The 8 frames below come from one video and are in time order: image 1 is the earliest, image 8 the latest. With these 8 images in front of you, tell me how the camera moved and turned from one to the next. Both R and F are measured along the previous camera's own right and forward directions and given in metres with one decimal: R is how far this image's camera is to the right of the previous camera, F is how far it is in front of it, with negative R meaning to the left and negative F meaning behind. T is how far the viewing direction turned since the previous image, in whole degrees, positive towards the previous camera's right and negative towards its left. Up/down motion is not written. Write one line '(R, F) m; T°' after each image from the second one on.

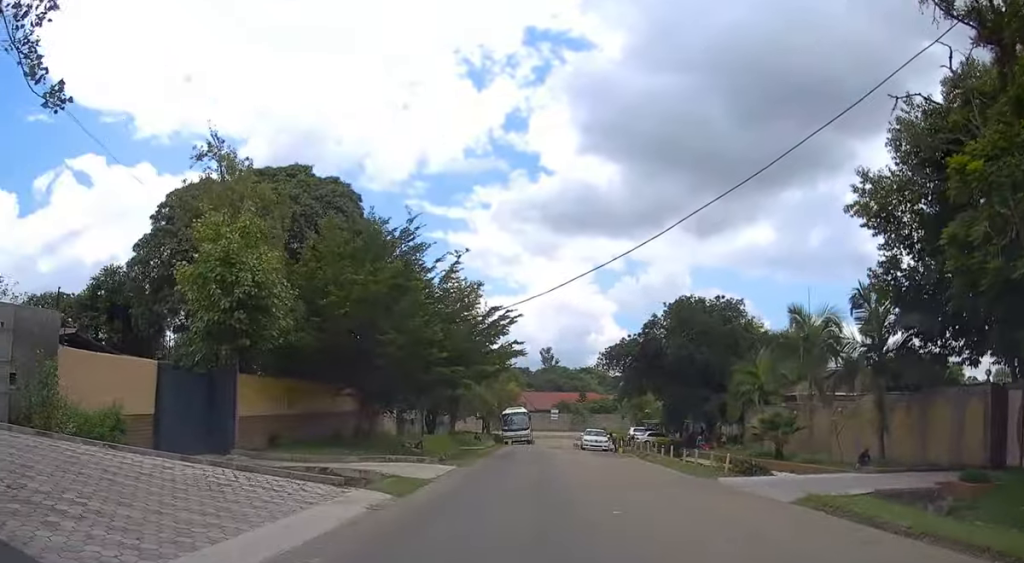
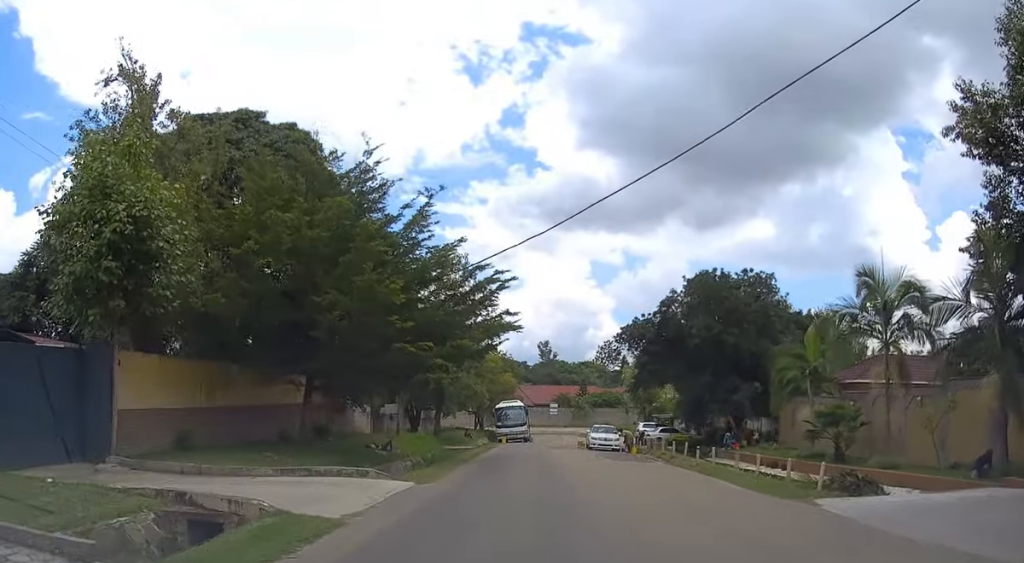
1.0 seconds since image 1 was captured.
(-0.1, +7.5) m; 0°
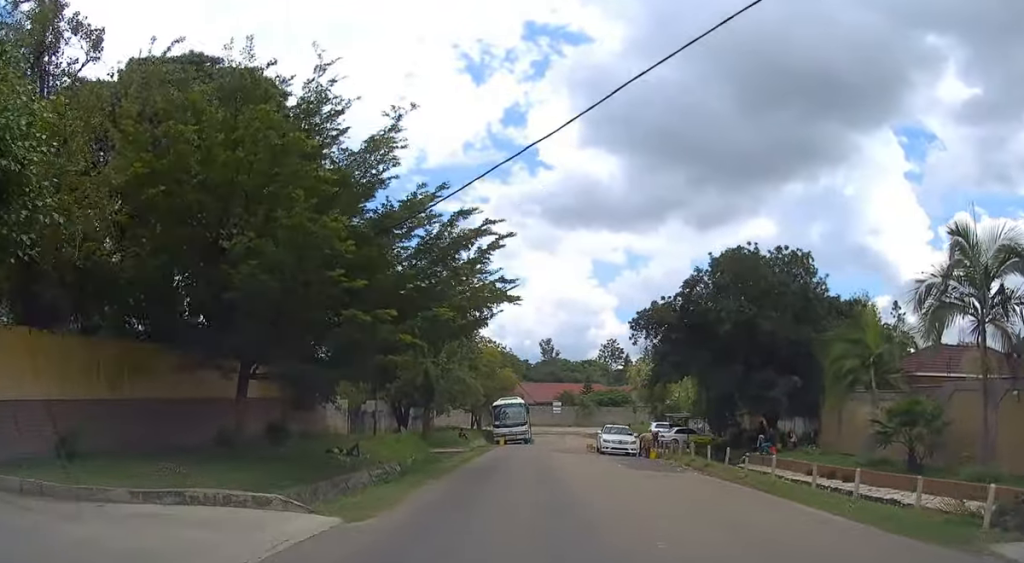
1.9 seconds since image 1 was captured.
(0.0, +5.9) m; 0°
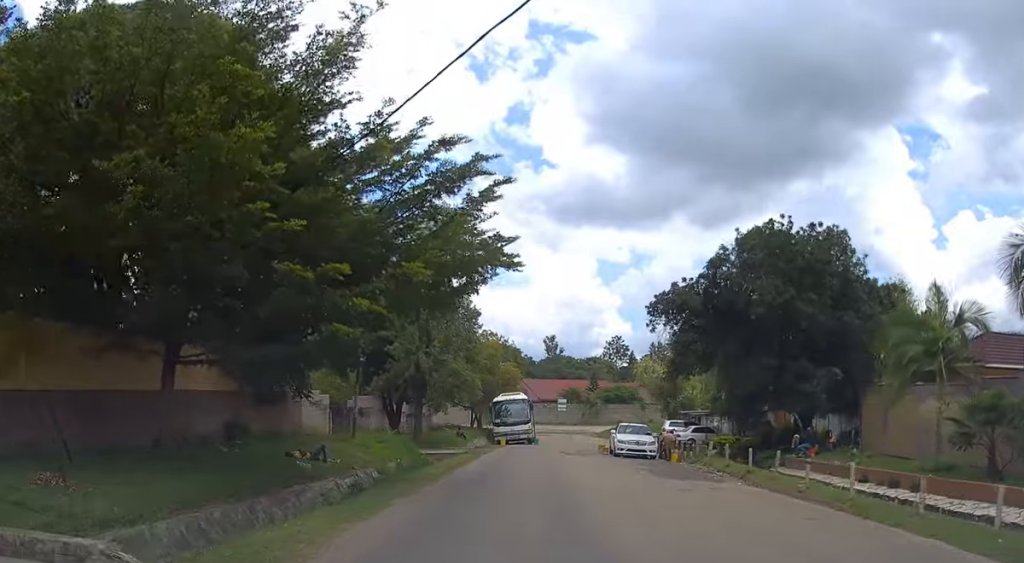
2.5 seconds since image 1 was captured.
(+0.1, +4.4) m; 0°
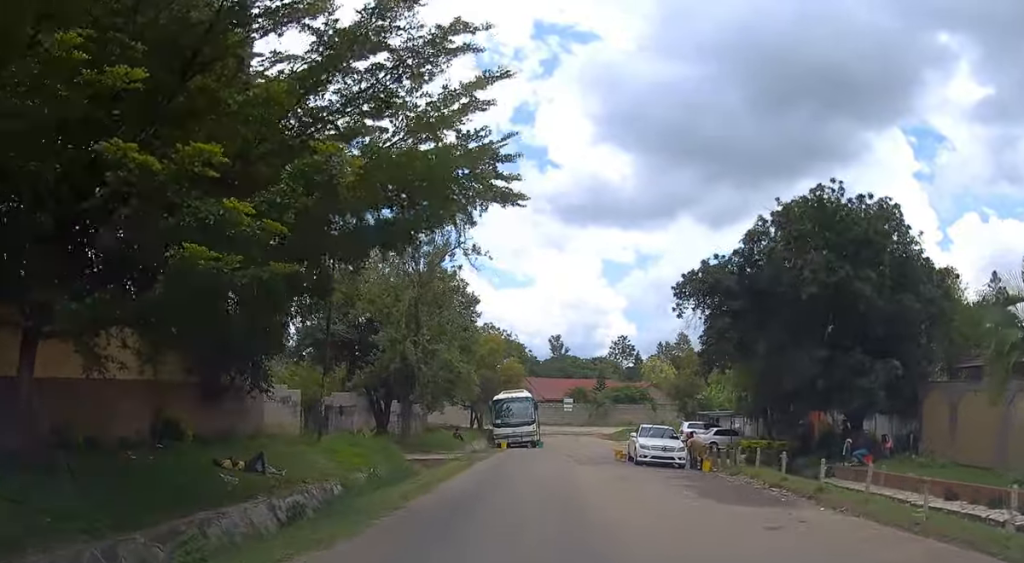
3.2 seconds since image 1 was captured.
(-0.1, +5.0) m; +1°
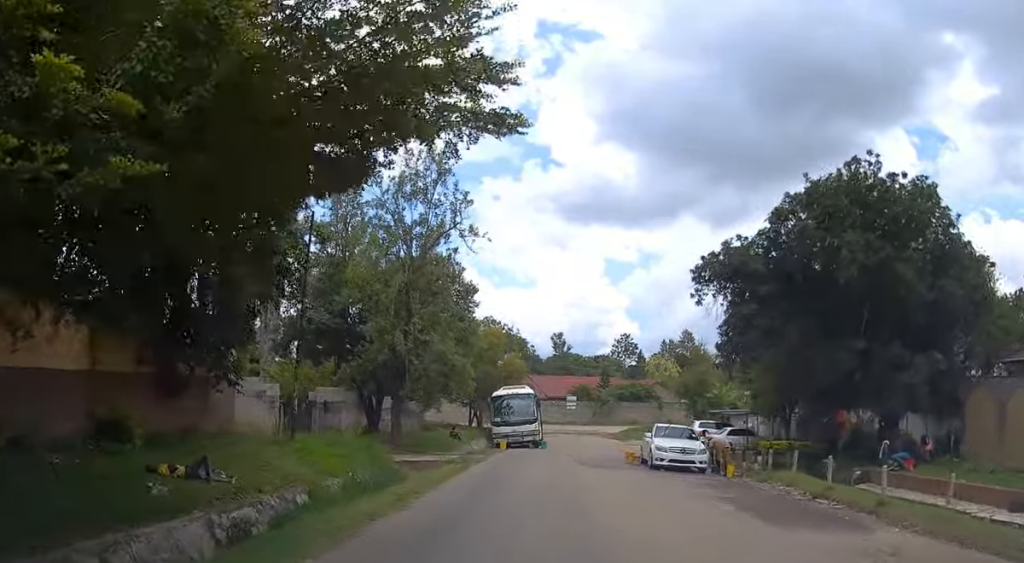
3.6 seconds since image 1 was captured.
(-0.1, +2.9) m; 0°
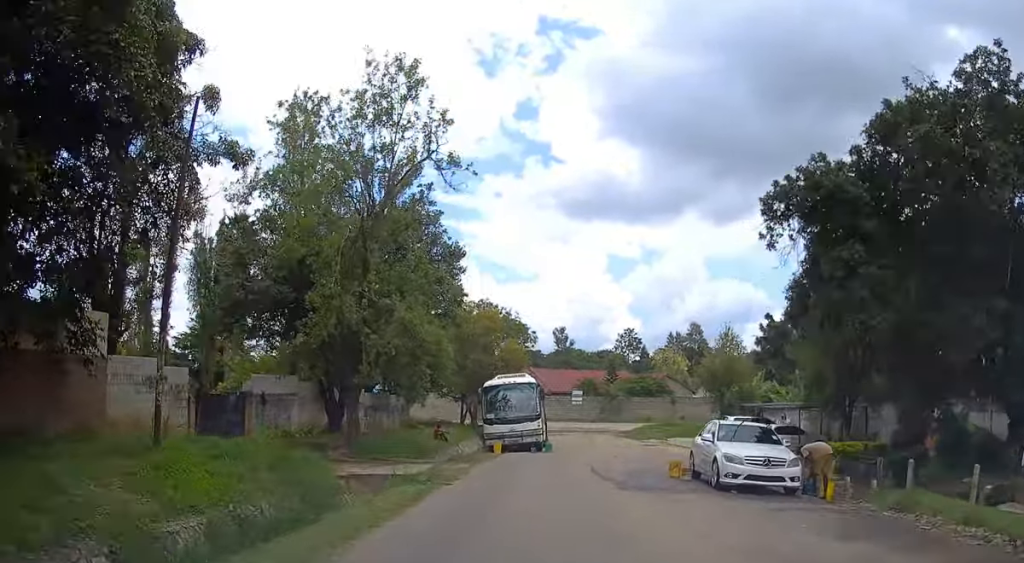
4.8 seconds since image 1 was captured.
(+0.3, +7.8) m; +1°
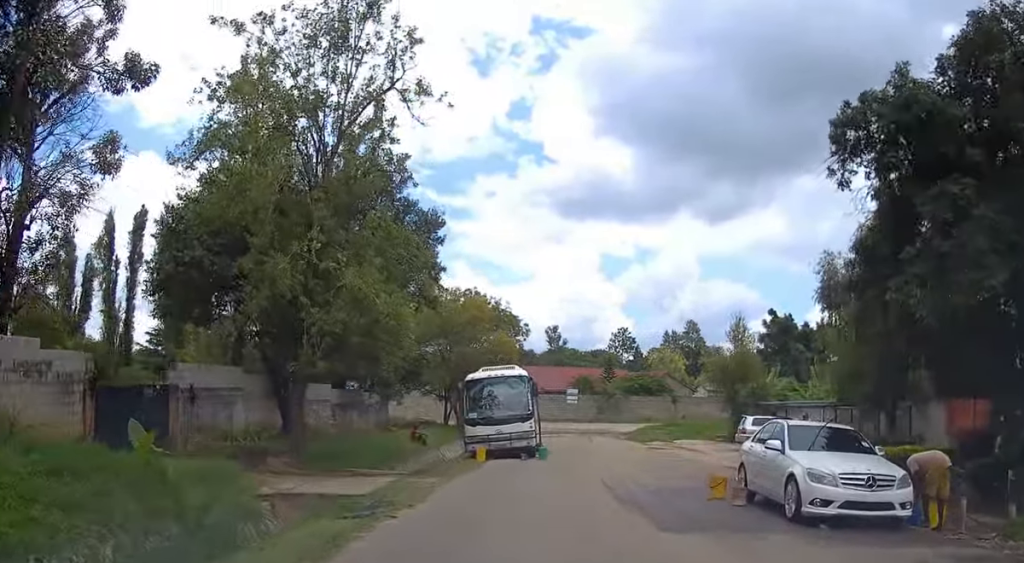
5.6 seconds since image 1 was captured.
(0.0, +5.0) m; -3°
